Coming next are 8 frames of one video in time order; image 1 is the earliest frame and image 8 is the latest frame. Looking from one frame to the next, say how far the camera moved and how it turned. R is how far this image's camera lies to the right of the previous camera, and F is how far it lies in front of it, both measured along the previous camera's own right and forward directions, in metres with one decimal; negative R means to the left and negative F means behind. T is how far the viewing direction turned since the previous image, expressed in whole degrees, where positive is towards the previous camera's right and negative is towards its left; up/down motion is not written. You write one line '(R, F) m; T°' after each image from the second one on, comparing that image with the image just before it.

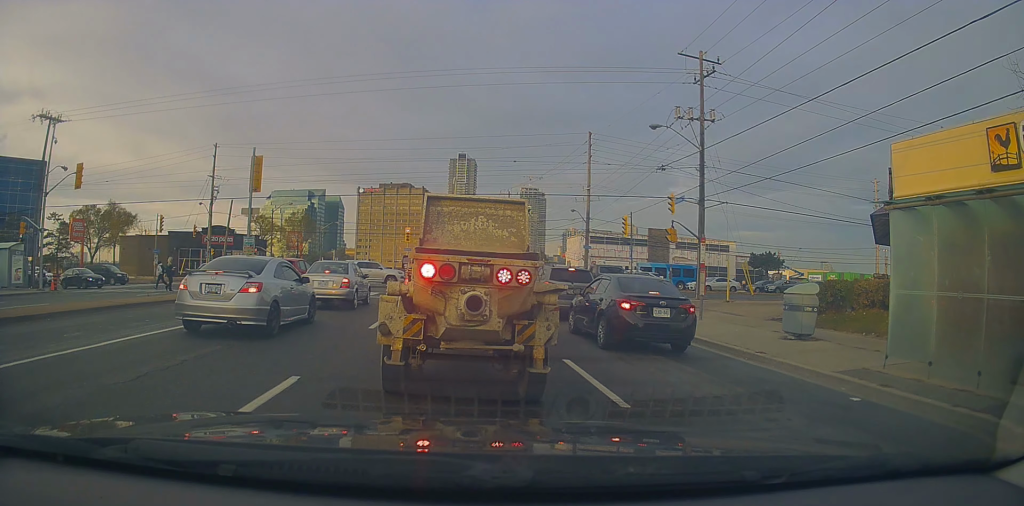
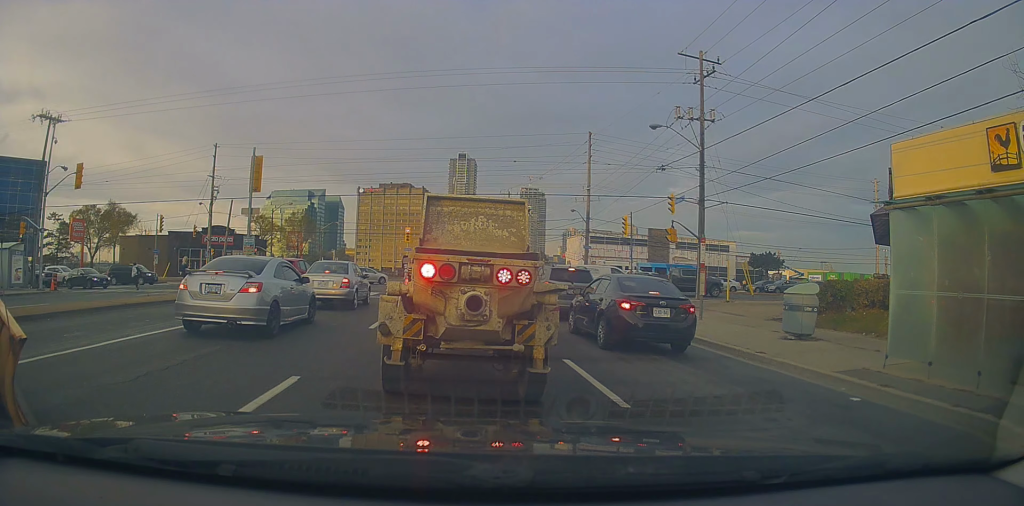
(0.0, 0.0) m; 0°
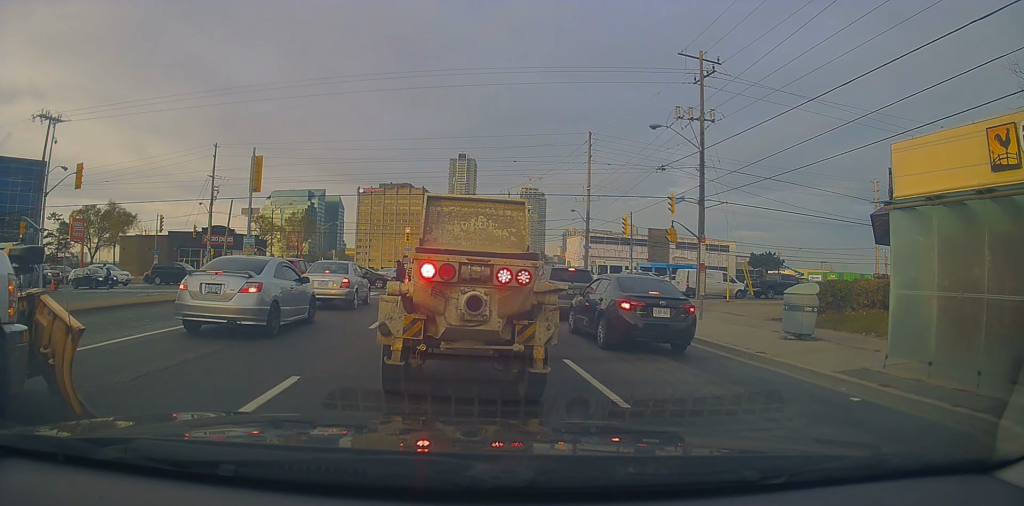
(0.0, 0.0) m; 0°
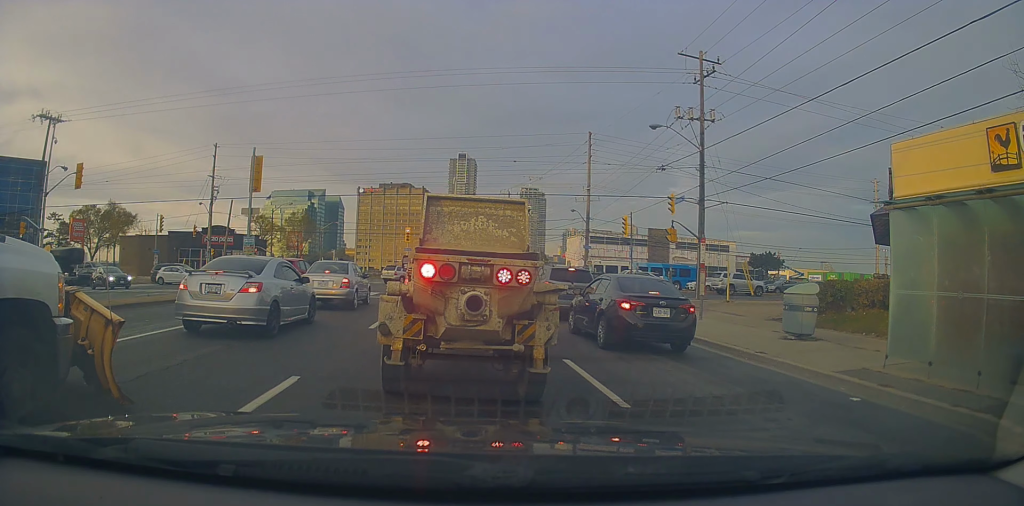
(0.0, 0.0) m; 0°
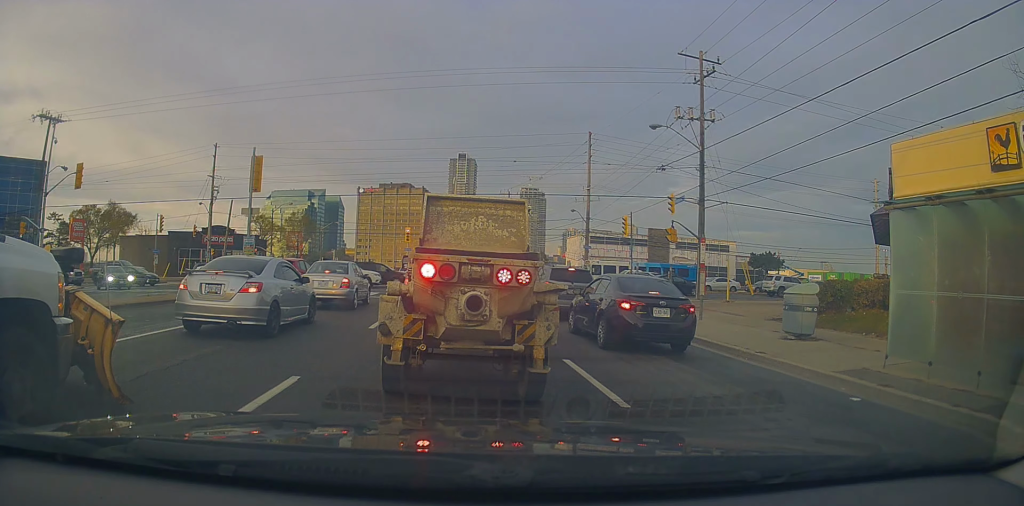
(0.0, 0.0) m; 0°
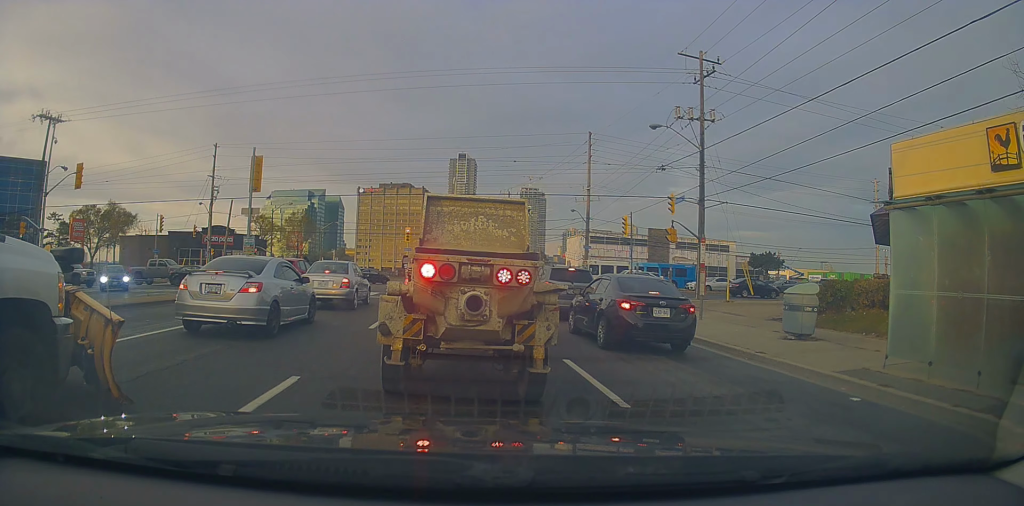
(0.0, 0.0) m; 0°
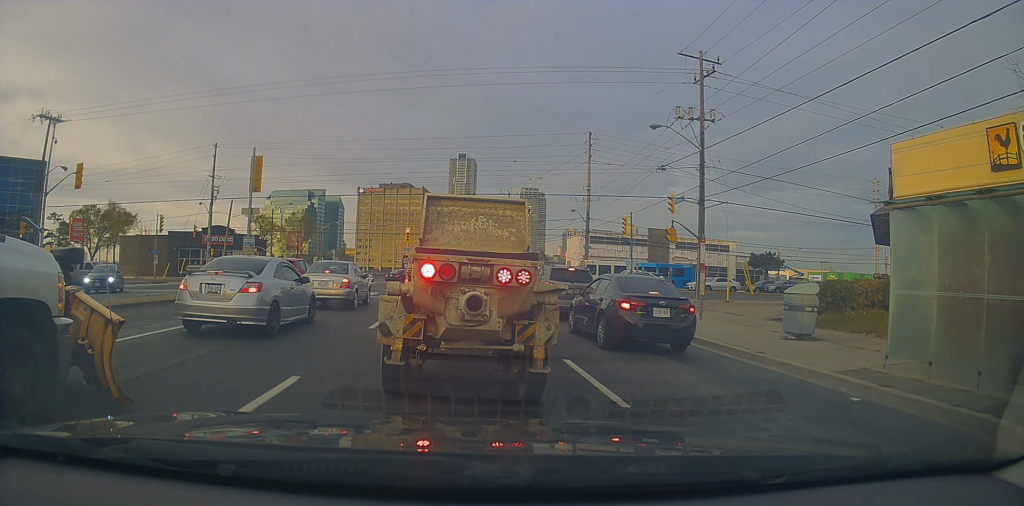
(0.0, 0.0) m; 0°
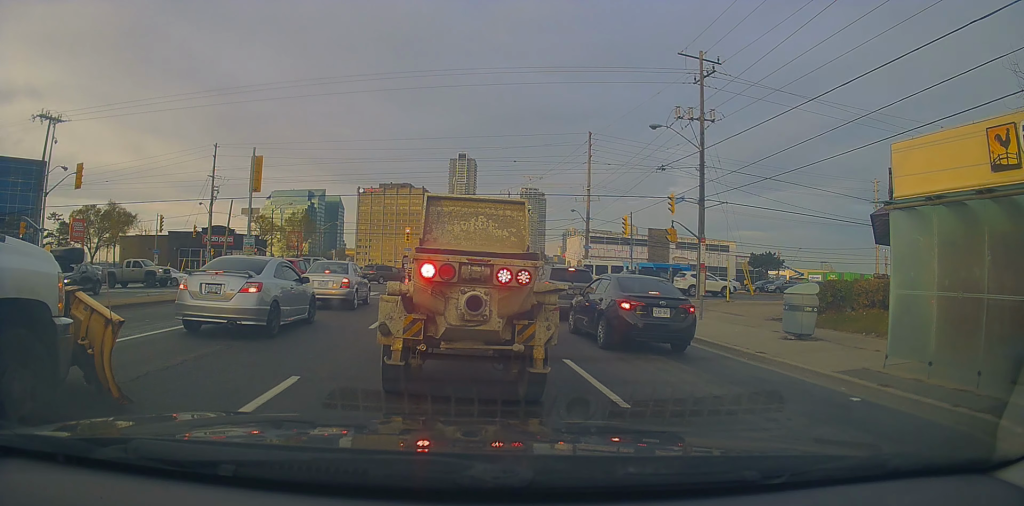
(0.0, 0.0) m; 0°
